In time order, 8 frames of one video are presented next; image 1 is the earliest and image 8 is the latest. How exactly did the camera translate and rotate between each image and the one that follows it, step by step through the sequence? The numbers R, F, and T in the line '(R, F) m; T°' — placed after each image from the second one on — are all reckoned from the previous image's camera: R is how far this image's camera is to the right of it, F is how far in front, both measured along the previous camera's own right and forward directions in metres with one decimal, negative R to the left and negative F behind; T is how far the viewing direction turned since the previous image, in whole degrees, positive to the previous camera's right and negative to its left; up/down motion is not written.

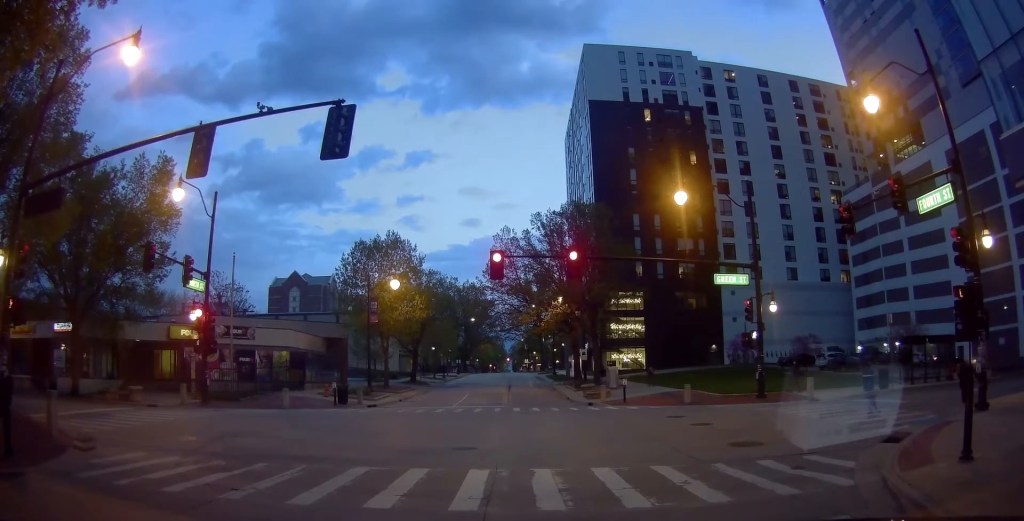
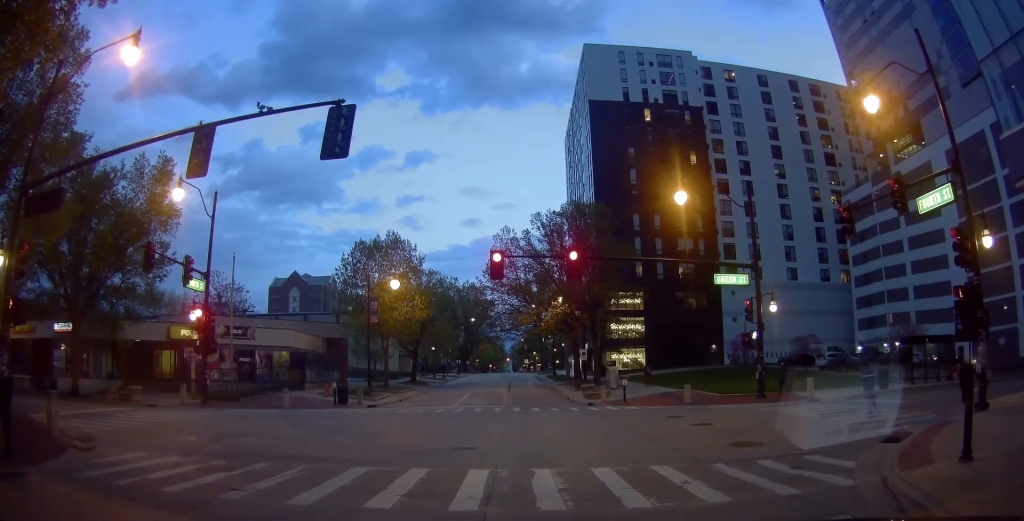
(0.0, 0.0) m; 0°
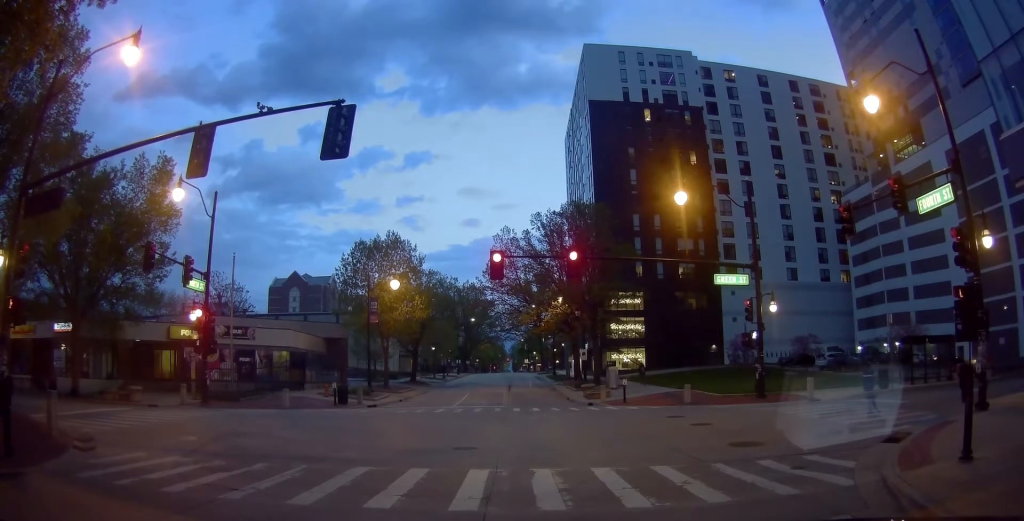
(0.0, 0.0) m; 0°
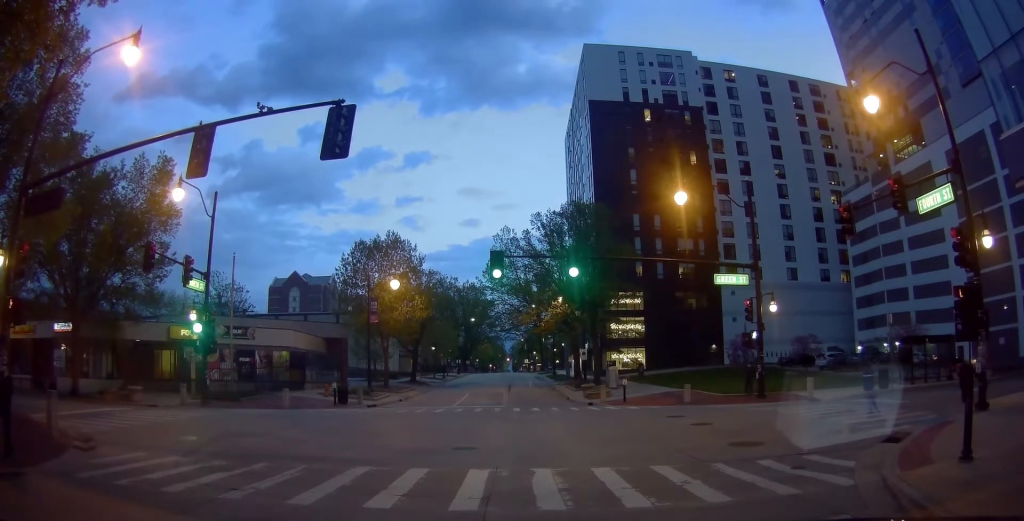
(0.0, 0.0) m; 0°
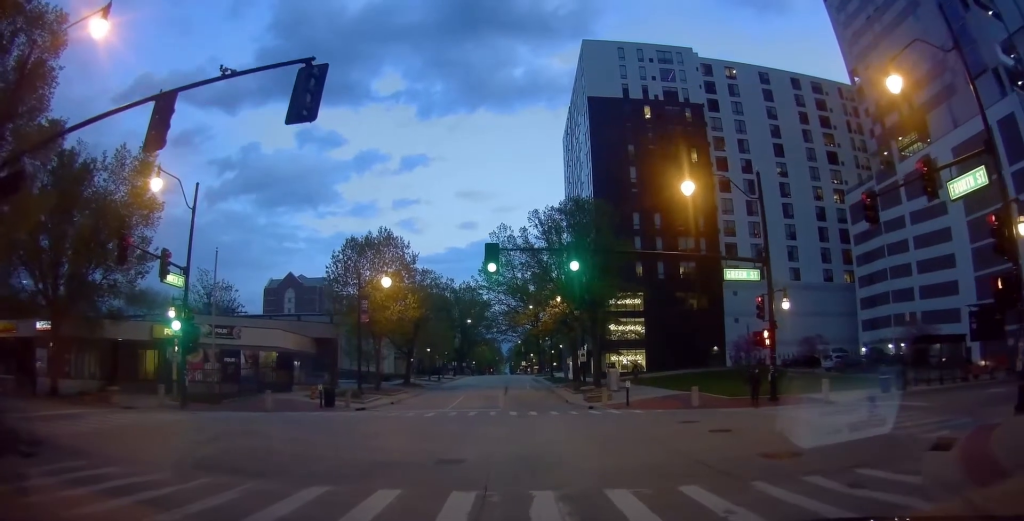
(-0.4, +0.6) m; 0°
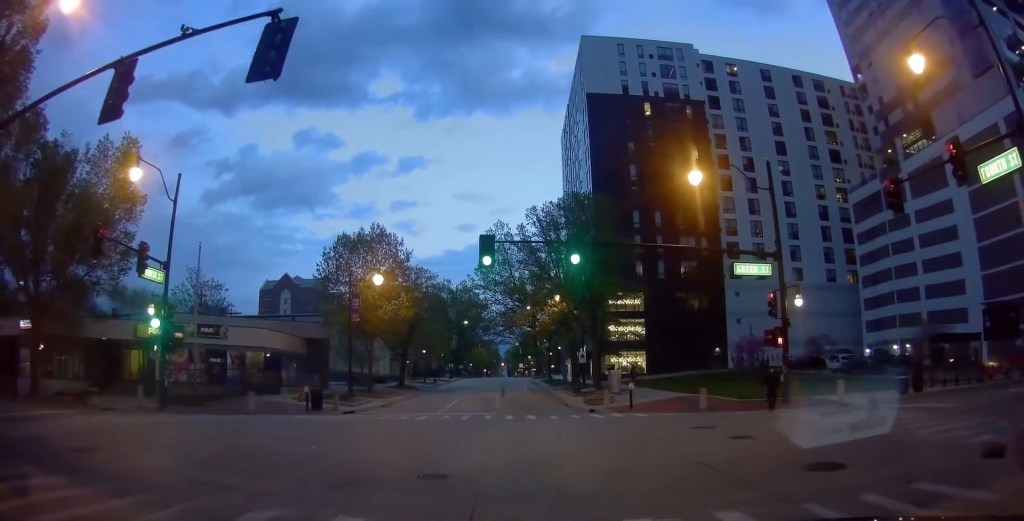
(-0.1, +1.0) m; 0°
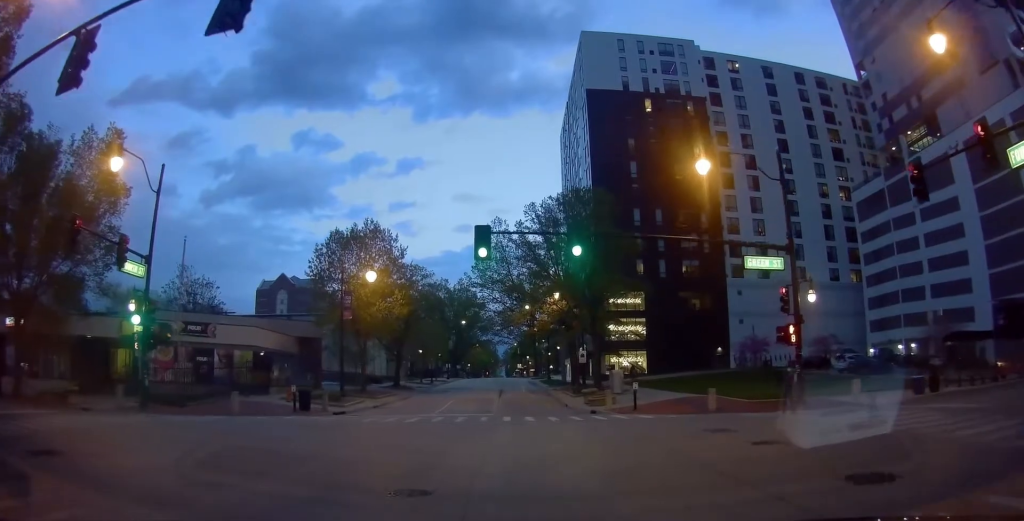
(-0.1, +0.8) m; 0°
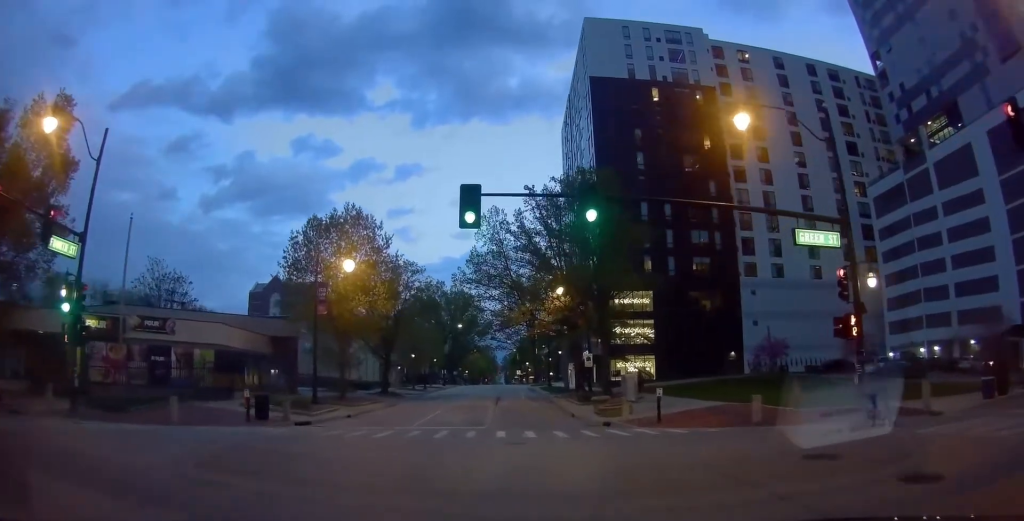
(+0.2, +3.3) m; +2°
